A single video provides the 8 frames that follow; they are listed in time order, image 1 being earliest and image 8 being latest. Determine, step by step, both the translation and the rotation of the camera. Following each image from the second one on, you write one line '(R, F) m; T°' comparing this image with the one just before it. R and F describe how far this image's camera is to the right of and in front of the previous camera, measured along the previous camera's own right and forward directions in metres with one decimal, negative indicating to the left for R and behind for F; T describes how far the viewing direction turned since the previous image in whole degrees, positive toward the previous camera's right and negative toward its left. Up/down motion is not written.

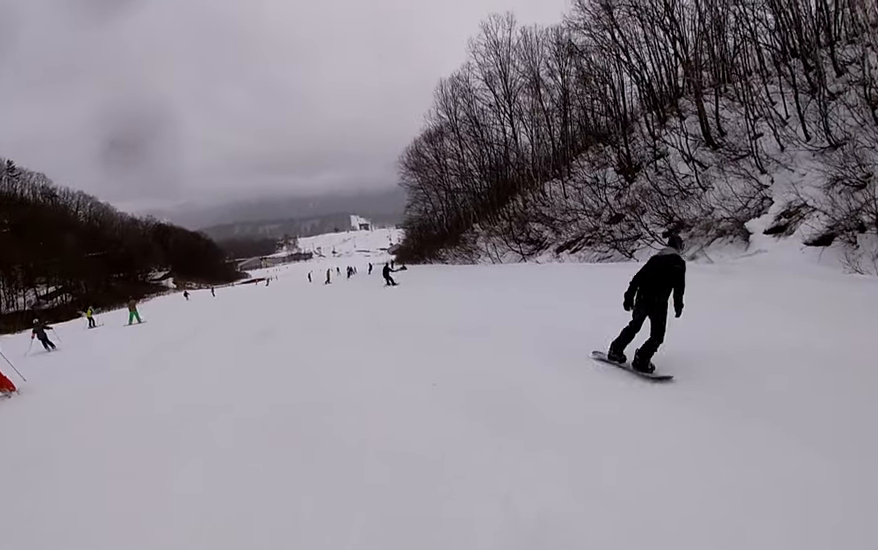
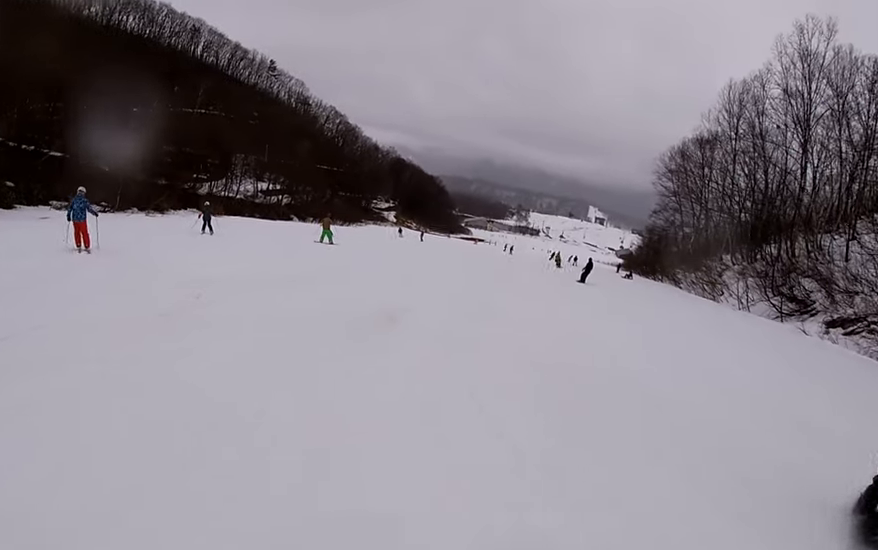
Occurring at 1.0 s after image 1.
(-1.3, +5.8) m; -12°
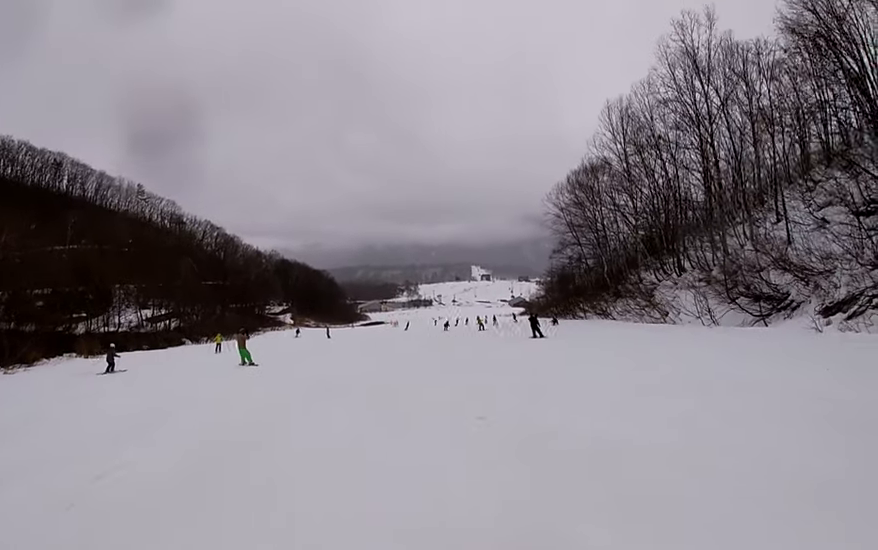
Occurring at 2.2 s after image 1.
(+0.1, +6.9) m; +6°
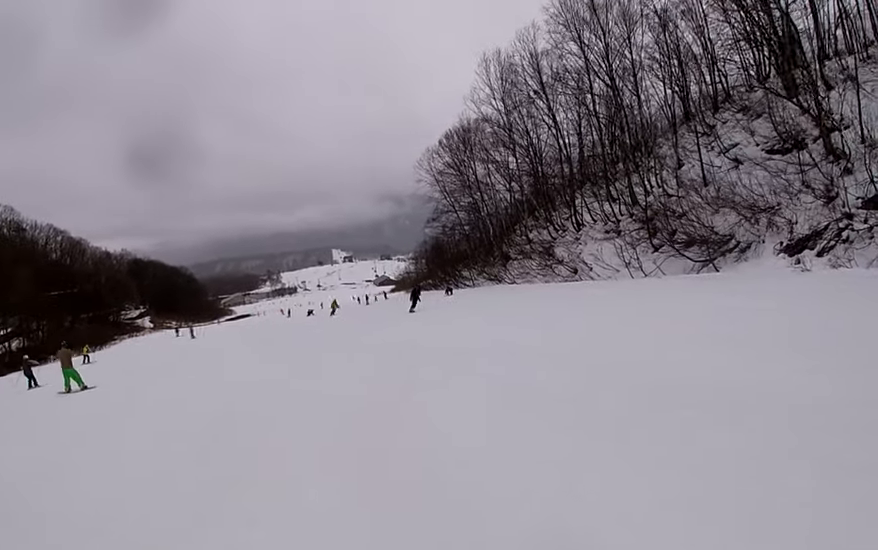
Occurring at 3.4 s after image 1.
(+0.8, +6.3) m; +8°
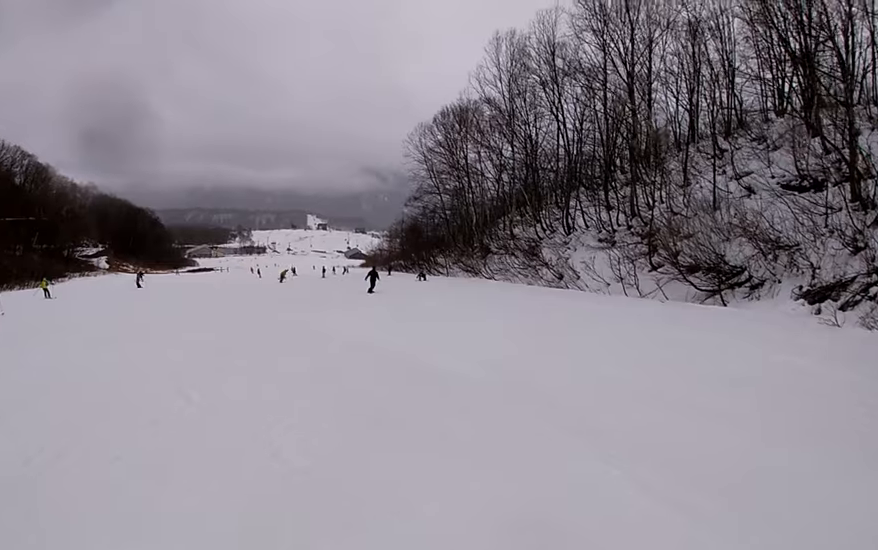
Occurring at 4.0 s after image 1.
(+0.6, +3.5) m; -2°
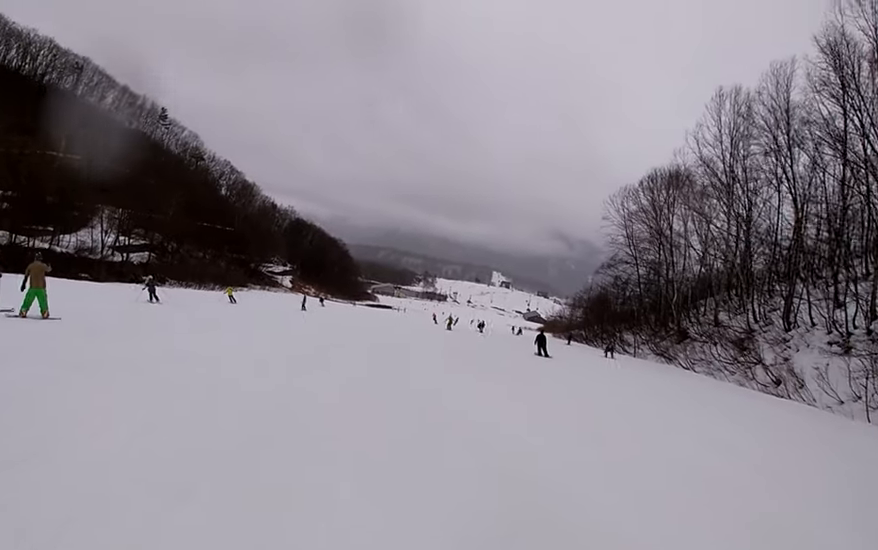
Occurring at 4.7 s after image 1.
(-1.1, +4.8) m; -11°
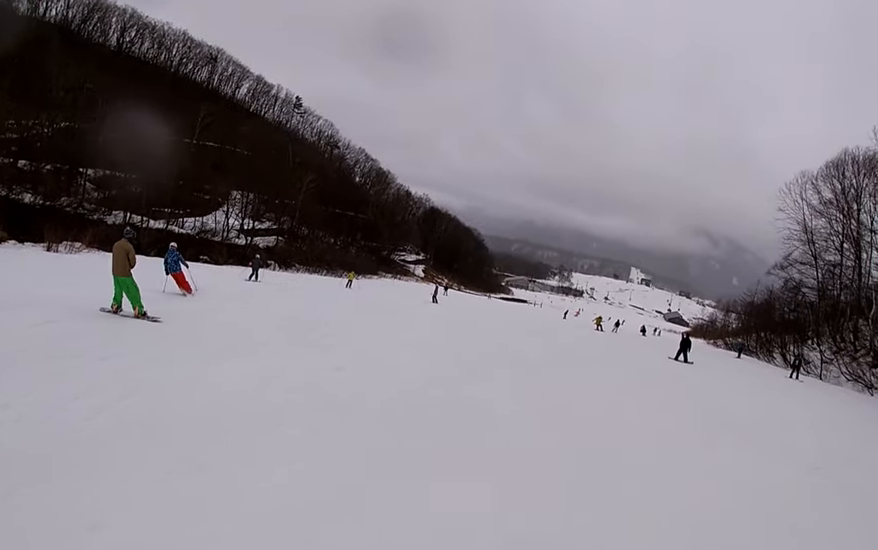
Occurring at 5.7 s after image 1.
(-0.2, +6.2) m; -2°
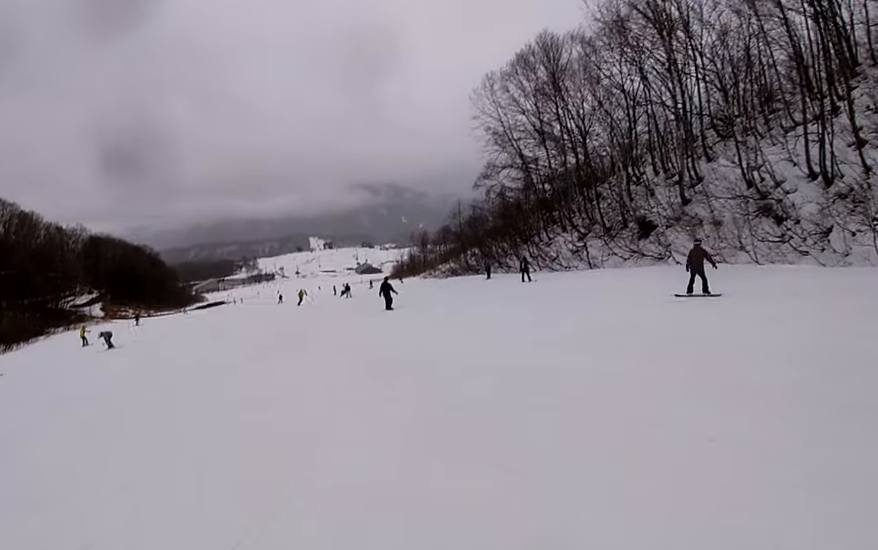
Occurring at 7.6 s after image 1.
(+2.6, +11.6) m; +26°
